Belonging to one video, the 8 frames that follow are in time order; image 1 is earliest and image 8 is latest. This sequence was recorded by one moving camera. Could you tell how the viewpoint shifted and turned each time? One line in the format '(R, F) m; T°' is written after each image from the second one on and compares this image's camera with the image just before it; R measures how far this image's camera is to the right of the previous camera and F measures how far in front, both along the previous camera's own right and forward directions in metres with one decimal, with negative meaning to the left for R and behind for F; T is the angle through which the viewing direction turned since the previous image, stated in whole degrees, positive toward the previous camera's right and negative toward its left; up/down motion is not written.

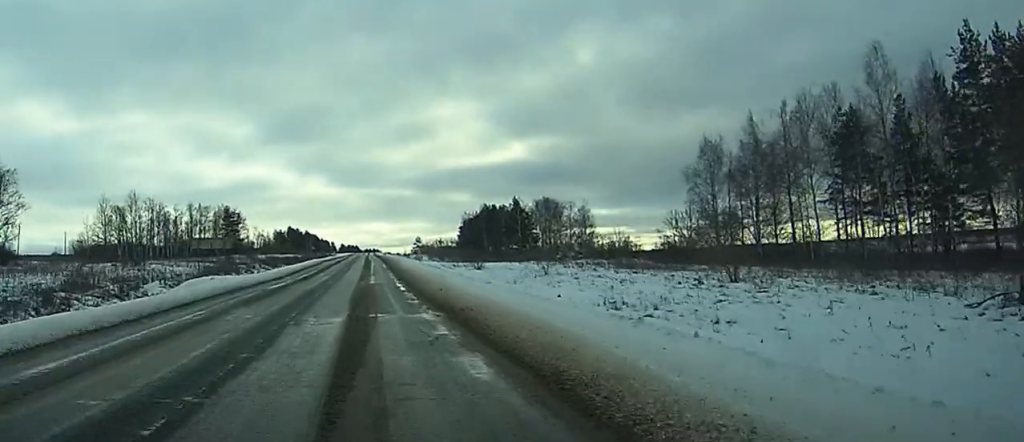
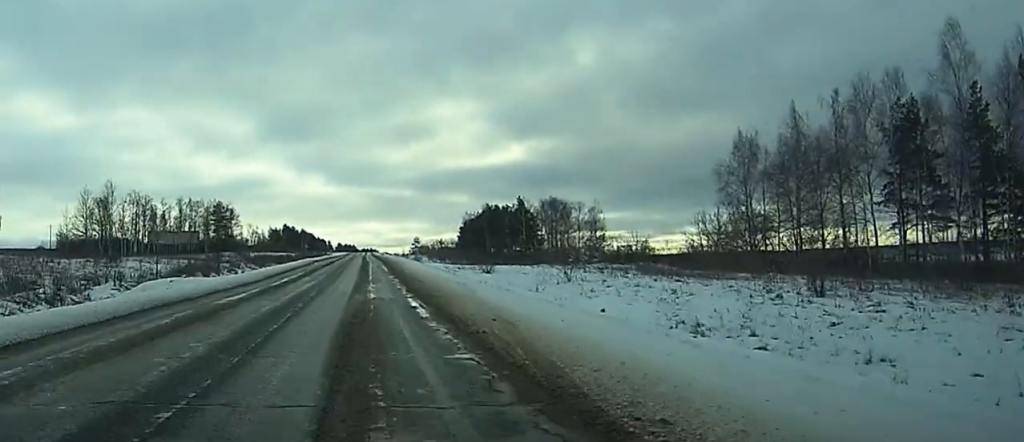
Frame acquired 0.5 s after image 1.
(0.0, +11.5) m; 0°
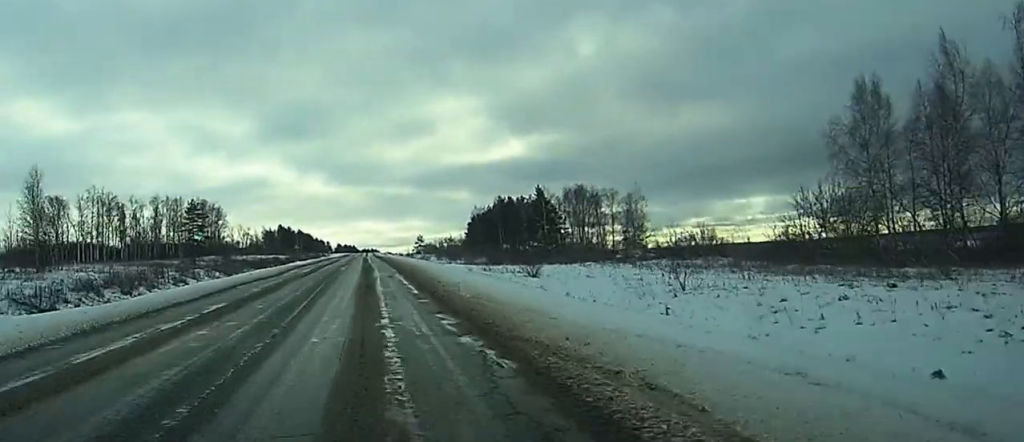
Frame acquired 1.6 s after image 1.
(-0.1, +27.6) m; 0°
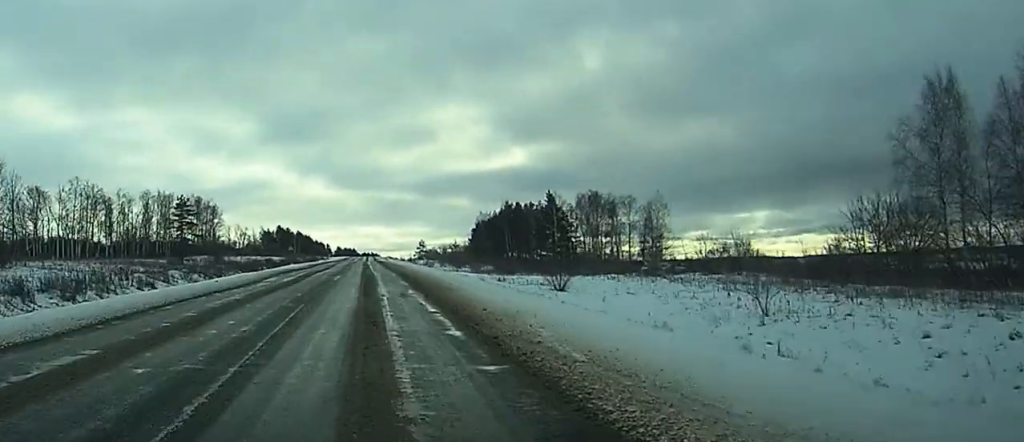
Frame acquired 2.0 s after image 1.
(0.0, +10.4) m; 0°
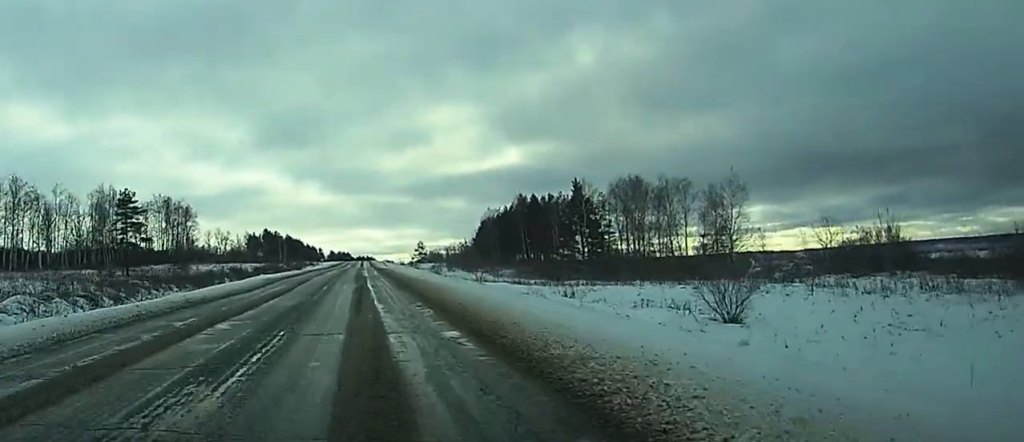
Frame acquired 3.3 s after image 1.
(-0.2, +31.5) m; 0°
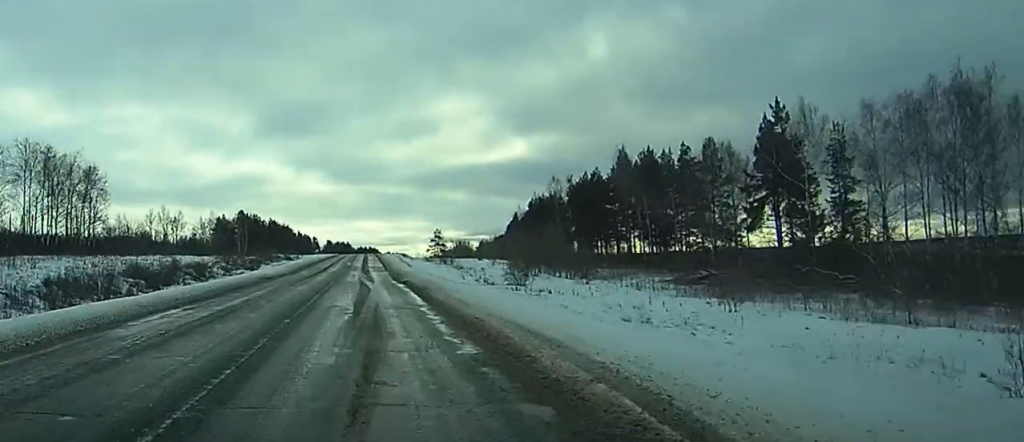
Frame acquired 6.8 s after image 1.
(+0.7, +86.6) m; +1°
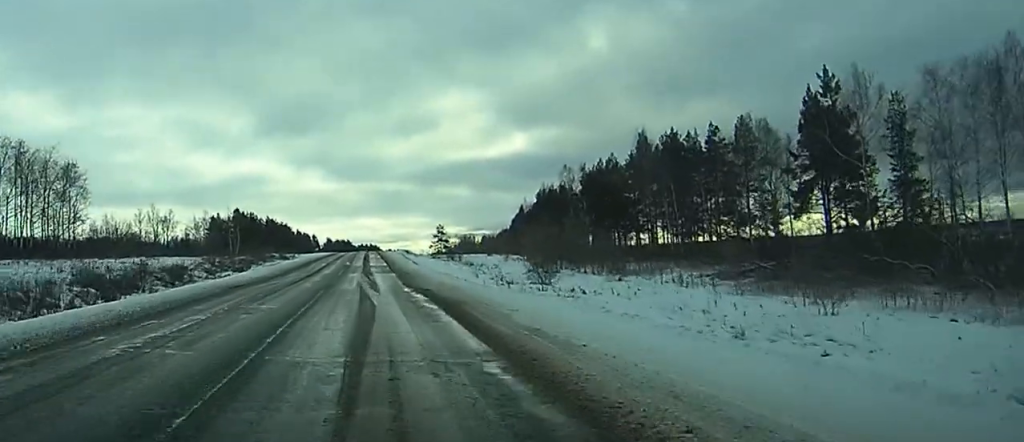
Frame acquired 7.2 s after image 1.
(0.0, +11.0) m; 0°
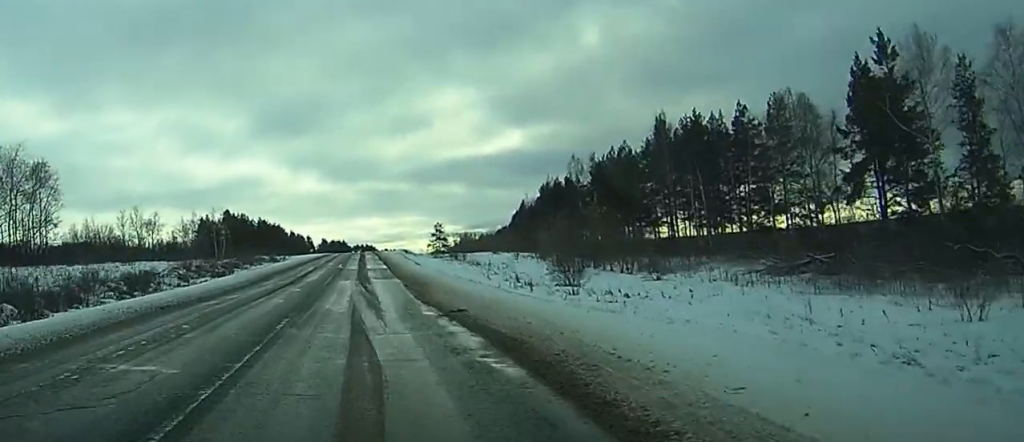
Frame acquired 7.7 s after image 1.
(0.0, +11.0) m; 0°
